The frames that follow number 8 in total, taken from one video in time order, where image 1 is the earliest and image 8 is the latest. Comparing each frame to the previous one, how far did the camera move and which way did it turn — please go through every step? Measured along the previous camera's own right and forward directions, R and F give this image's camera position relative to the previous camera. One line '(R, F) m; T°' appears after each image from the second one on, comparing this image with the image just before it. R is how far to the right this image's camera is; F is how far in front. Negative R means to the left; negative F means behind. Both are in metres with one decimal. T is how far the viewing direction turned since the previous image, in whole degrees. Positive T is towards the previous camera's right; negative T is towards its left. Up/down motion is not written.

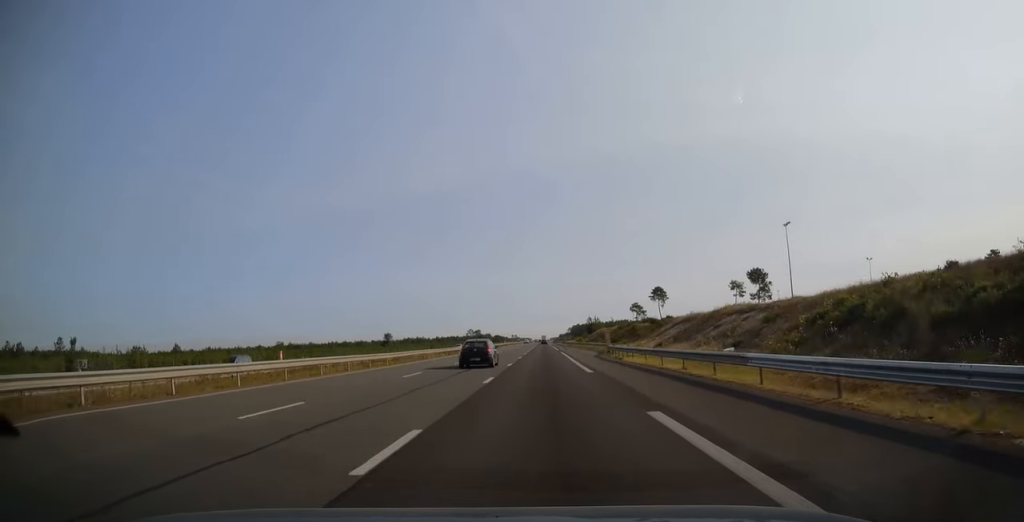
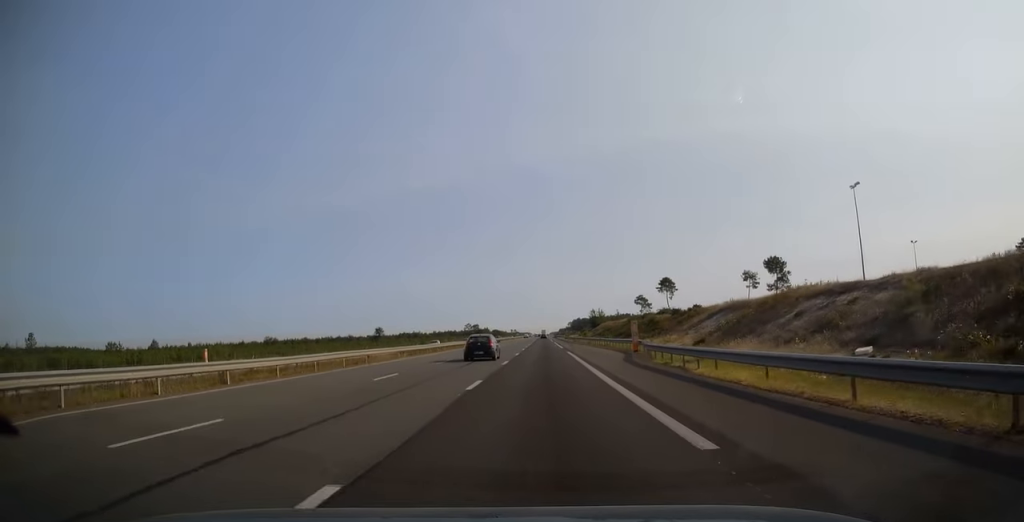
(0.0, +16.8) m; 0°
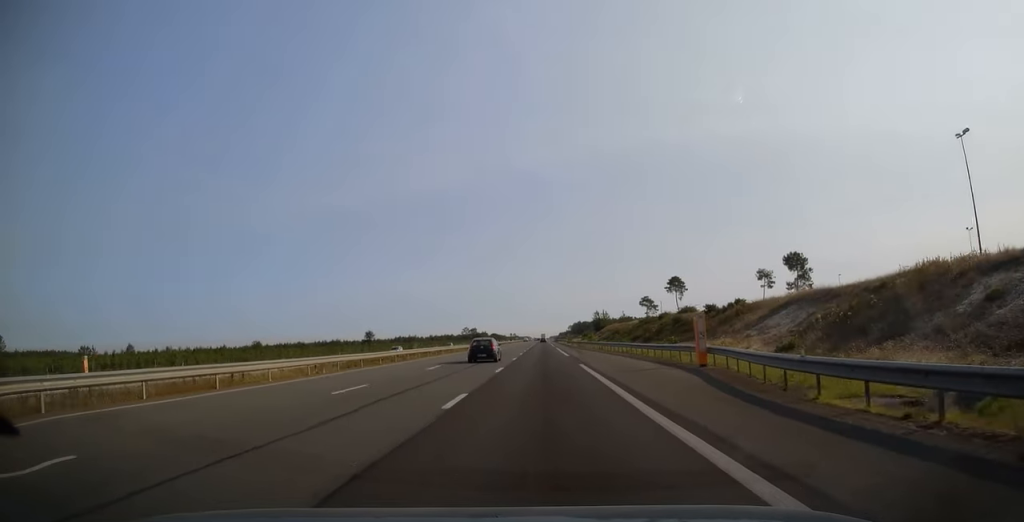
(0.0, +16.8) m; 0°
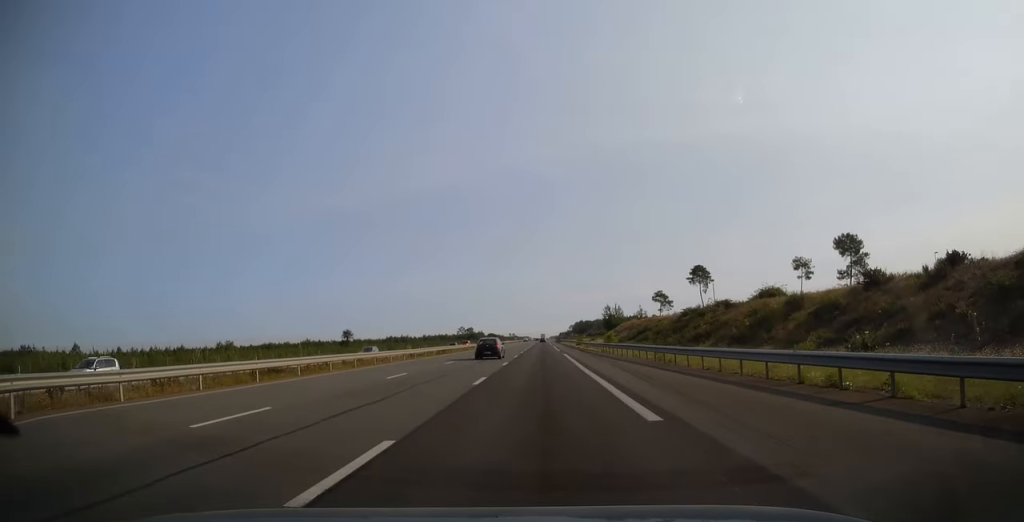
(0.0, +33.2) m; 0°
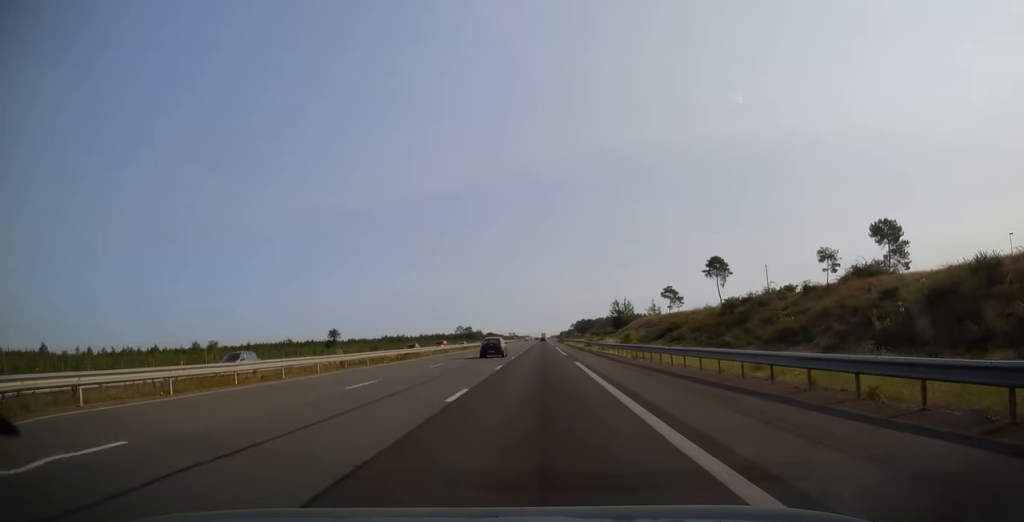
(0.0, +17.8) m; 0°
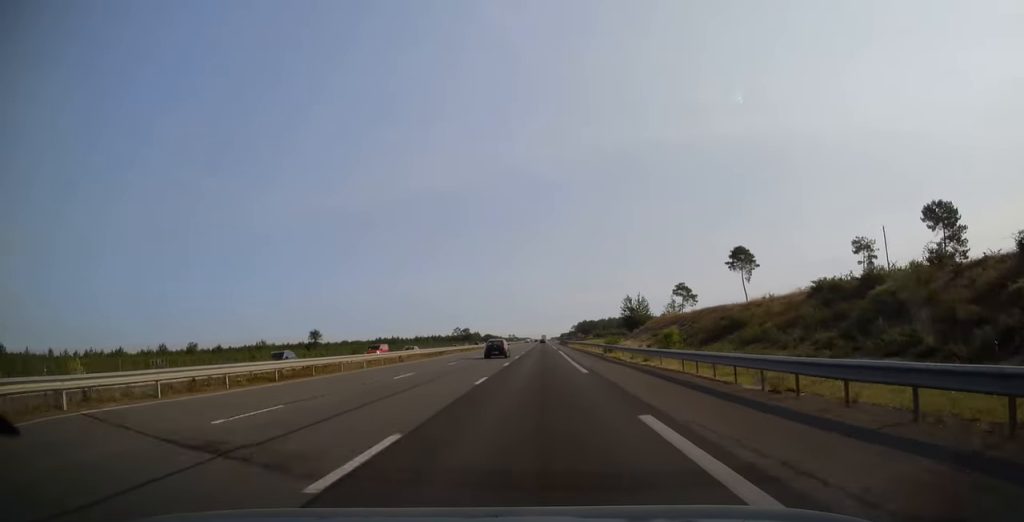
(0.0, +20.7) m; 0°
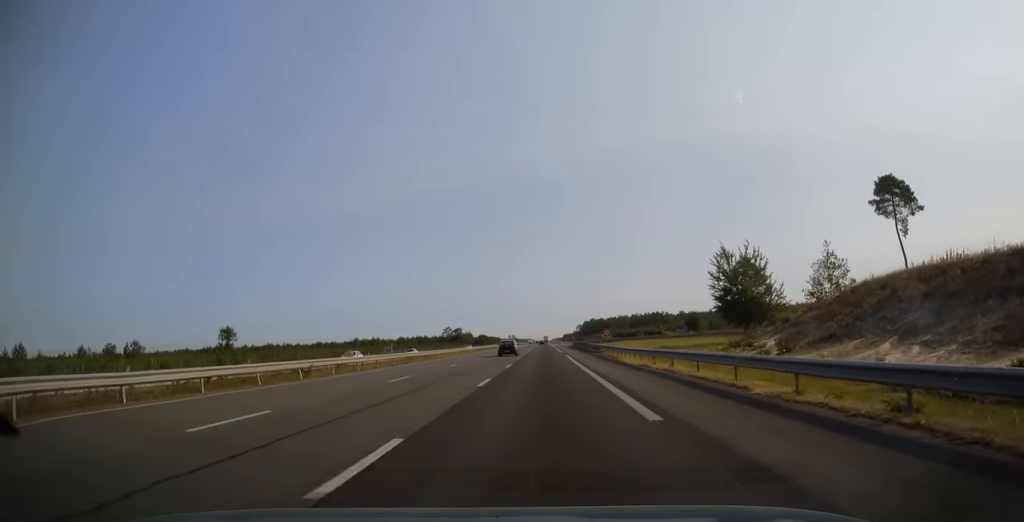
(-0.1, +65.9) m; 0°
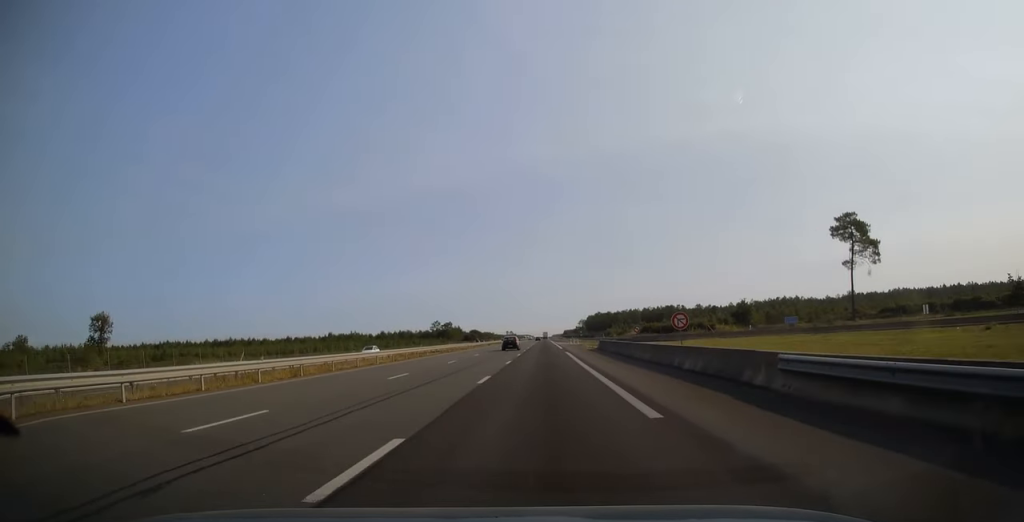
(0.0, +52.1) m; 0°
